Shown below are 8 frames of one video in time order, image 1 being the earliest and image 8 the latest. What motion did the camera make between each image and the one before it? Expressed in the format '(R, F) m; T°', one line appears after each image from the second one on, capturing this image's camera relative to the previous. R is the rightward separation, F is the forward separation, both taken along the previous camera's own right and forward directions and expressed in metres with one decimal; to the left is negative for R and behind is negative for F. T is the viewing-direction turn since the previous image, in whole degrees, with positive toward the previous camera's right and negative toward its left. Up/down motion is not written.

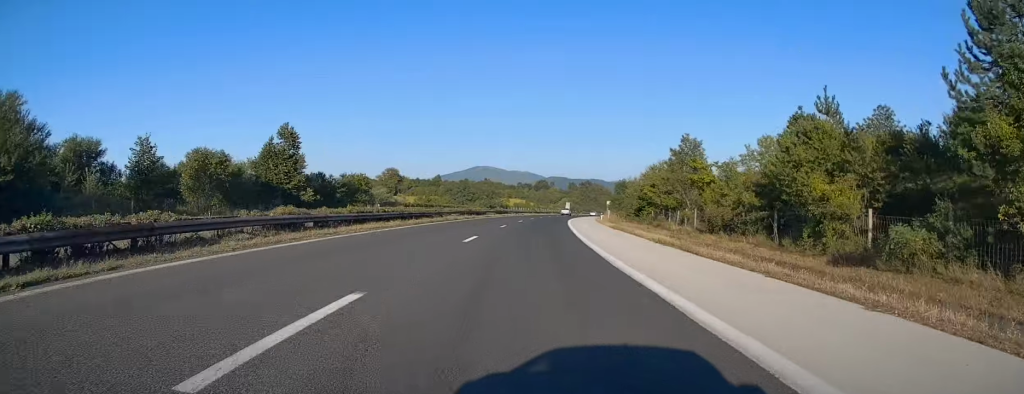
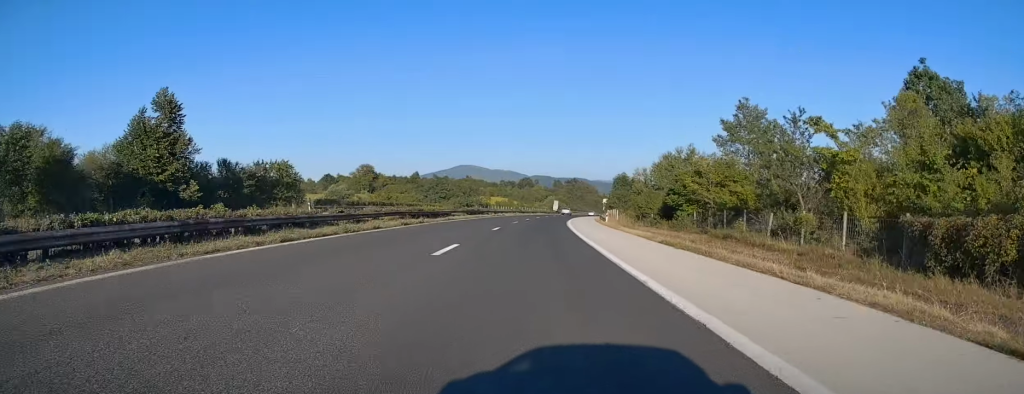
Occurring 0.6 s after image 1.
(+0.2, +21.8) m; +2°
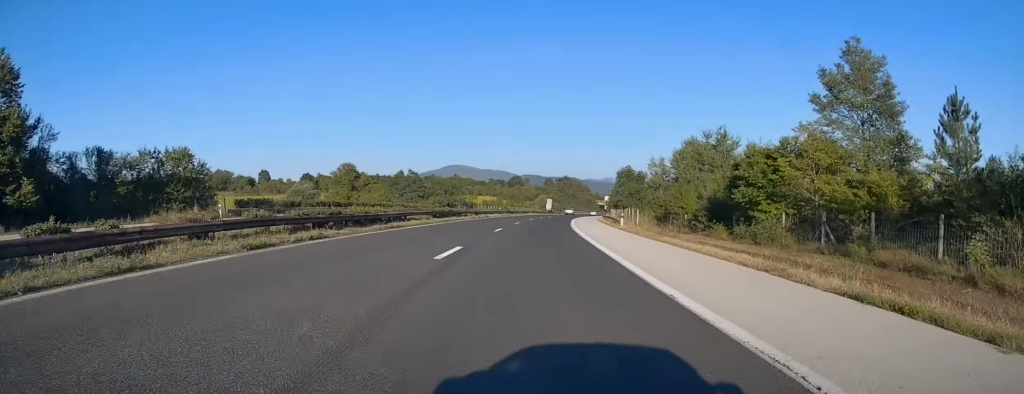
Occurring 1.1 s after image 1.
(0.0, +16.9) m; +1°
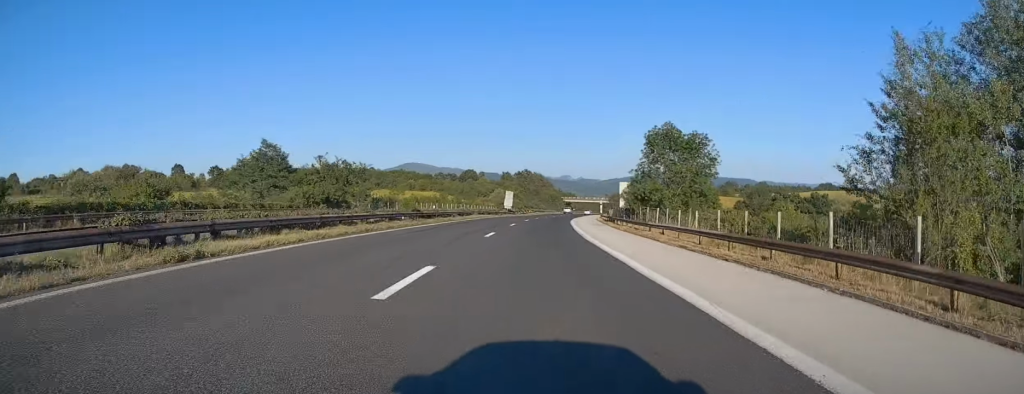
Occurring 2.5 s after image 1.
(+2.3, +53.5) m; +3°
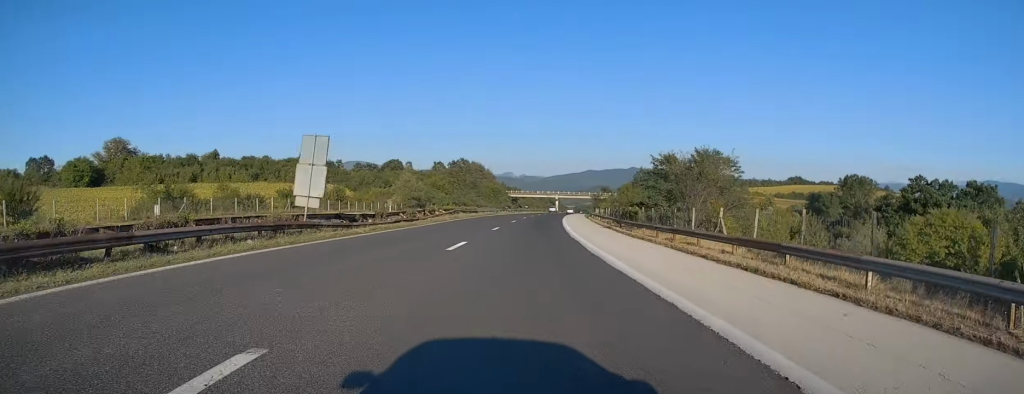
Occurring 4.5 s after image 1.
(+2.1, +70.9) m; +4°
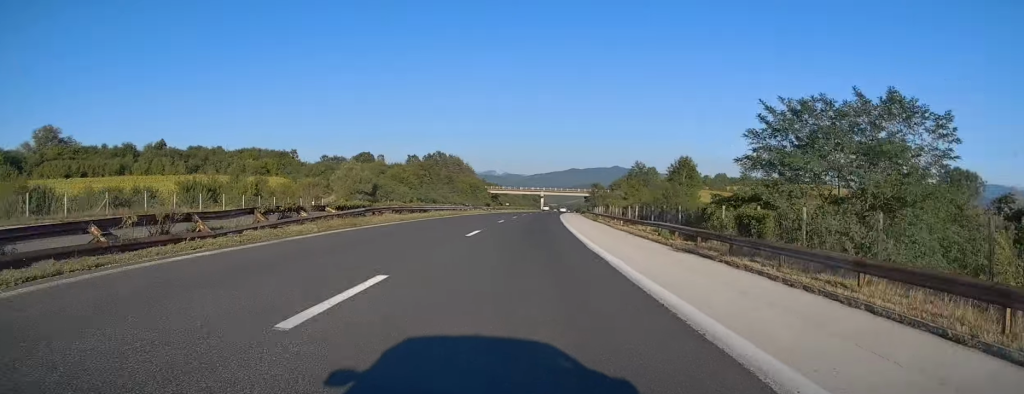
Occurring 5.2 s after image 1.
(+0.4, +27.1) m; +2°
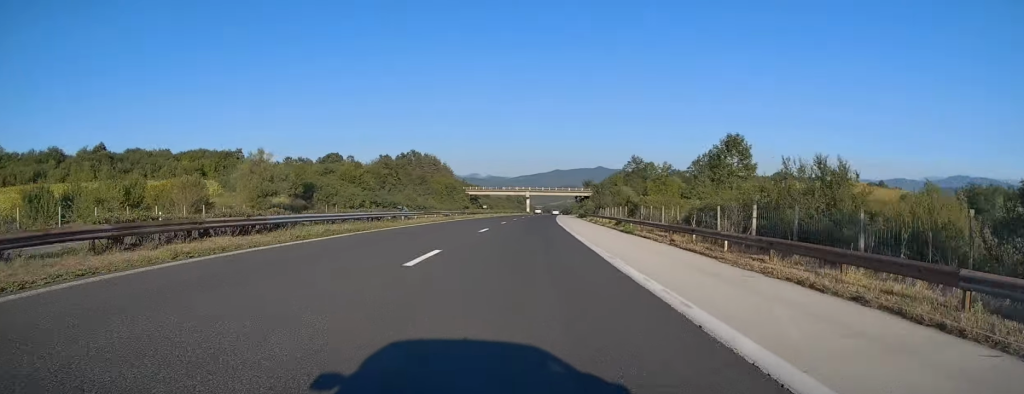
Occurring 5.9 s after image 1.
(+0.4, +26.0) m; +1°
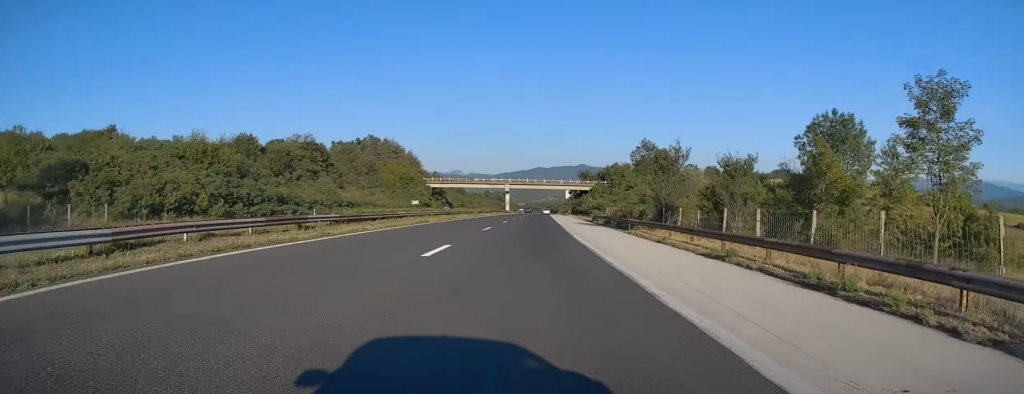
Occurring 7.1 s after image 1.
(+0.5, +46.1) m; +1°
